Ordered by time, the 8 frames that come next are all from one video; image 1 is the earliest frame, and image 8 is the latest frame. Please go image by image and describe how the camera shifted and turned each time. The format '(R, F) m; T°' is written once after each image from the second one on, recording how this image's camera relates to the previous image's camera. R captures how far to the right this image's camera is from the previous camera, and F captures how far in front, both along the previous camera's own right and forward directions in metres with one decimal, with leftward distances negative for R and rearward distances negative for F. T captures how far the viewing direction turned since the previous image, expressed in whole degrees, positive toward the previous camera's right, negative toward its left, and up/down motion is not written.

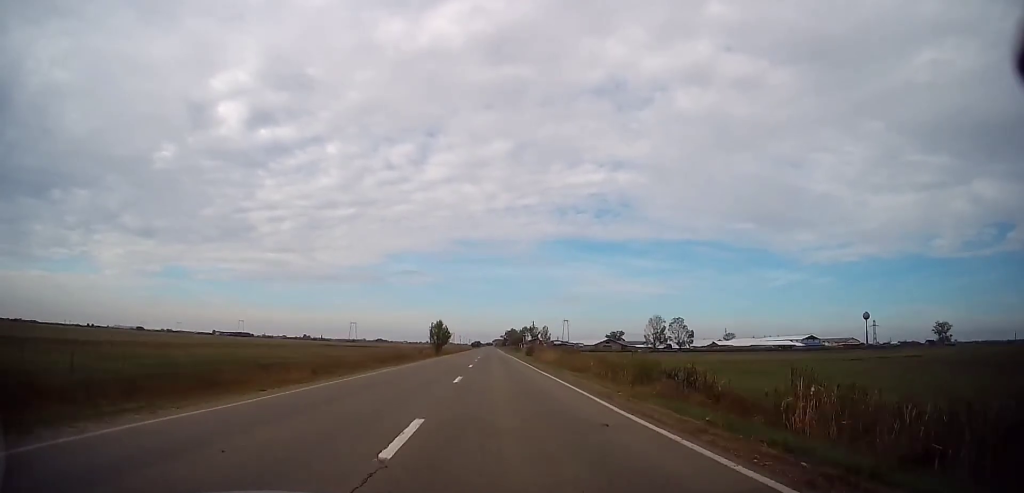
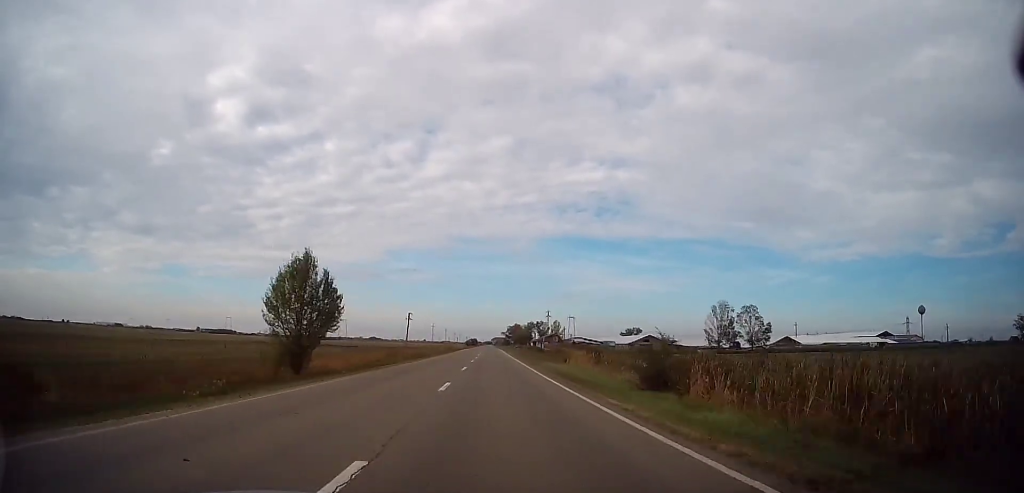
(-0.7, +60.7) m; 0°
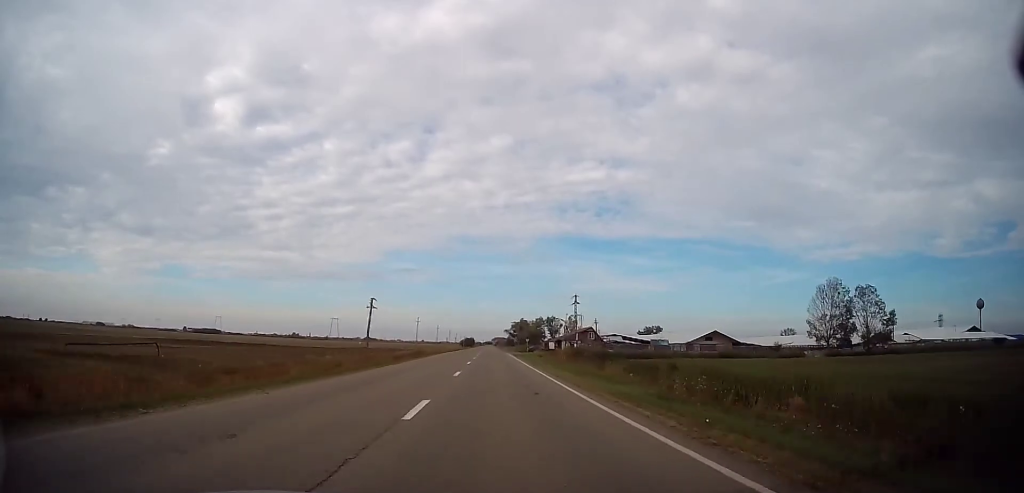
(+0.3, +51.5) m; 0°
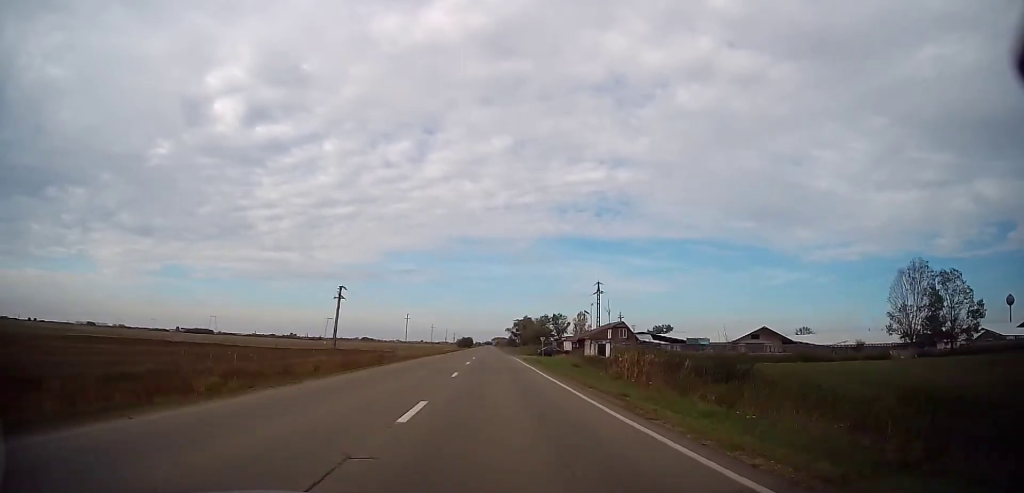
(0.0, +23.5) m; 0°
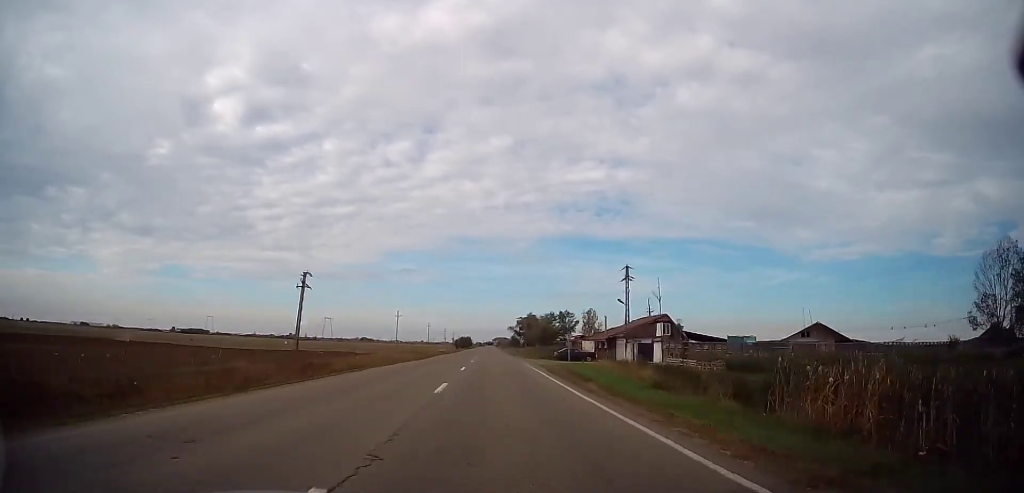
(0.0, +17.9) m; 0°
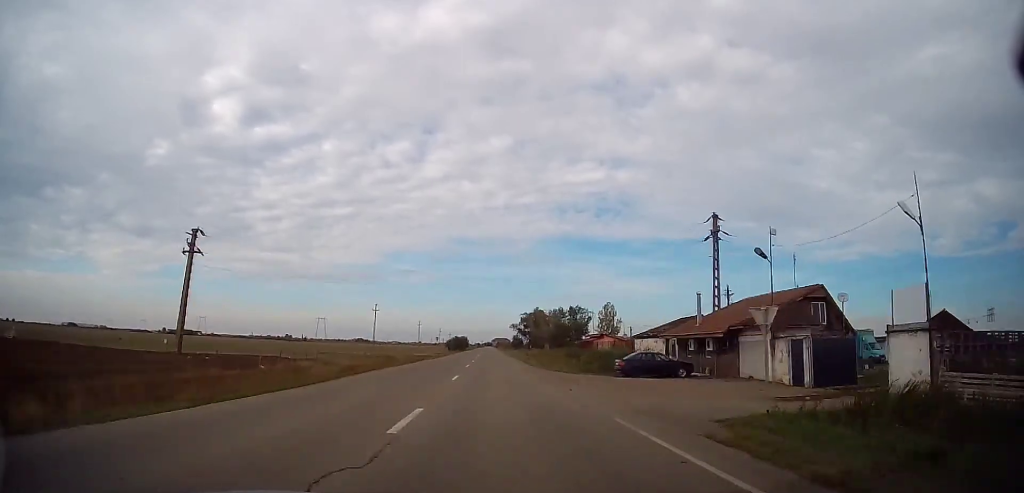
(0.0, +28.2) m; 0°
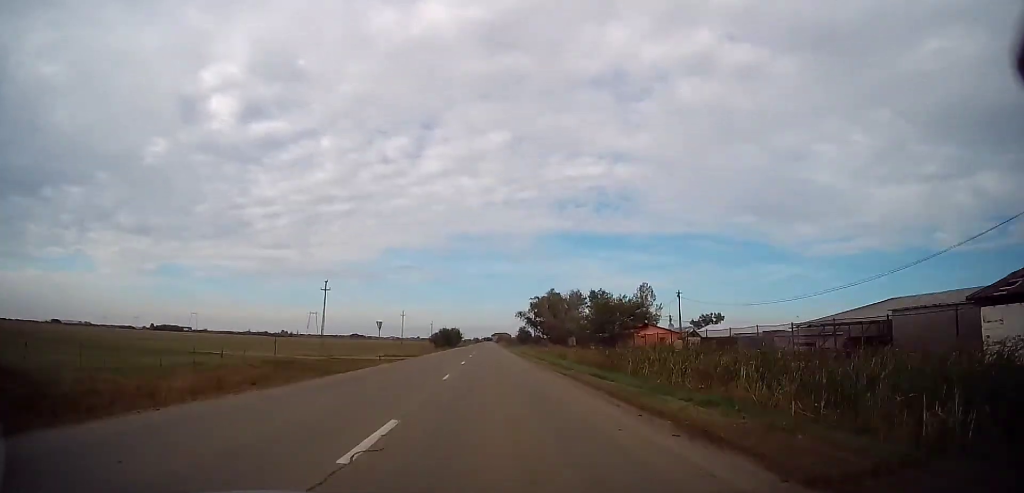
(0.0, +37.1) m; 0°
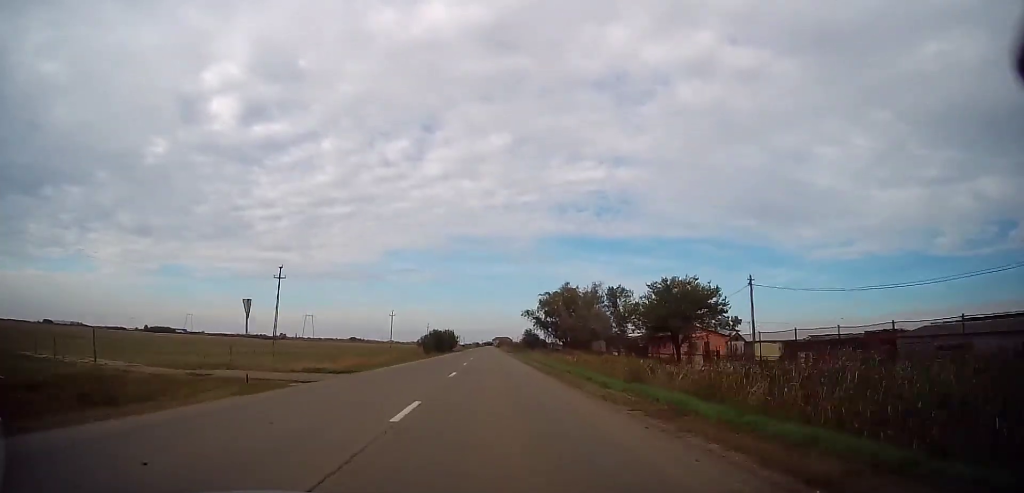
(0.0, +19.6) m; 0°
